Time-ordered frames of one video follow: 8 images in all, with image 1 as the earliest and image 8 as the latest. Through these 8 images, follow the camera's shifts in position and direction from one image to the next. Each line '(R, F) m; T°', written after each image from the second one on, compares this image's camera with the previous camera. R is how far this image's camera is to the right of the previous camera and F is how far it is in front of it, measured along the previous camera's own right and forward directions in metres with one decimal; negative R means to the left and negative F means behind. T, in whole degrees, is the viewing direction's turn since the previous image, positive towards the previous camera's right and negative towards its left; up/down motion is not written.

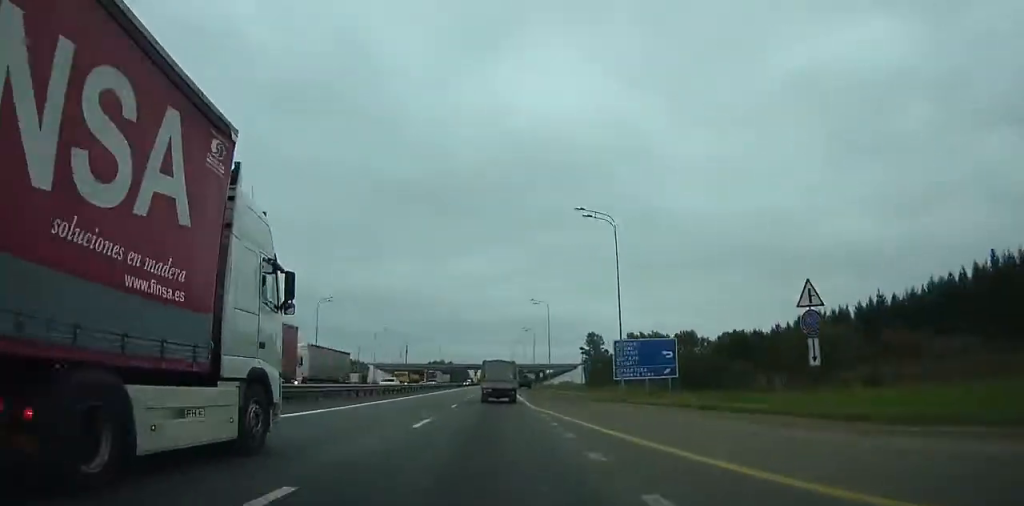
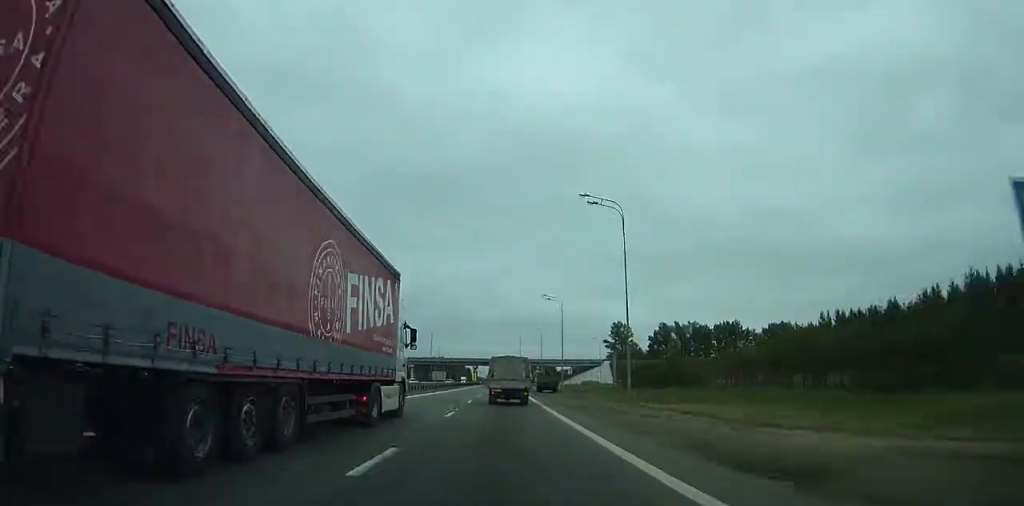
(+1.6, +42.3) m; 0°
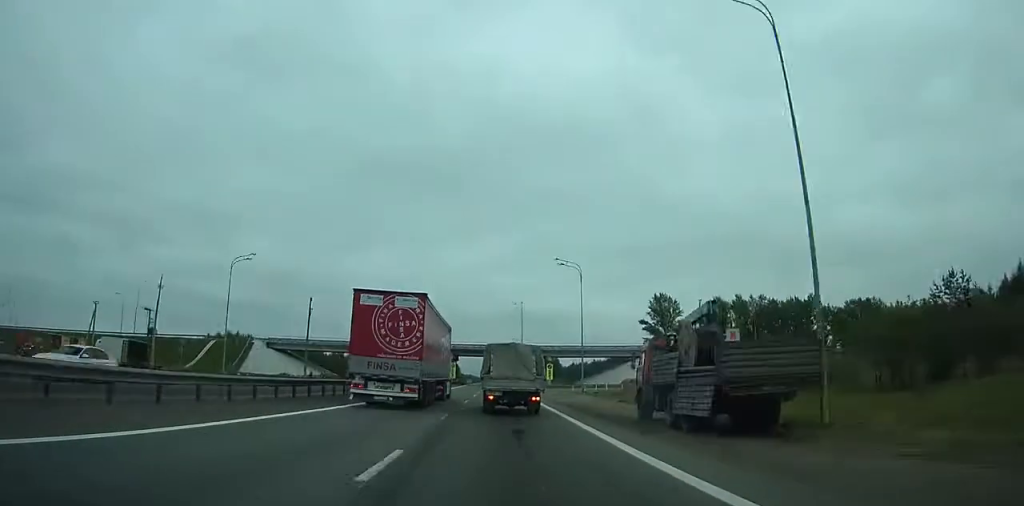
(-1.9, +58.3) m; -1°
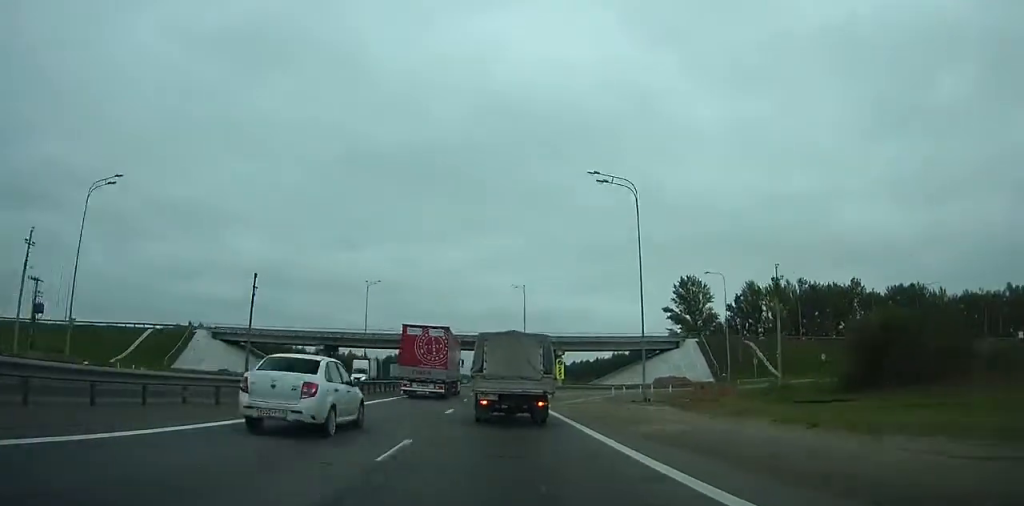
(+0.6, +22.9) m; +1°
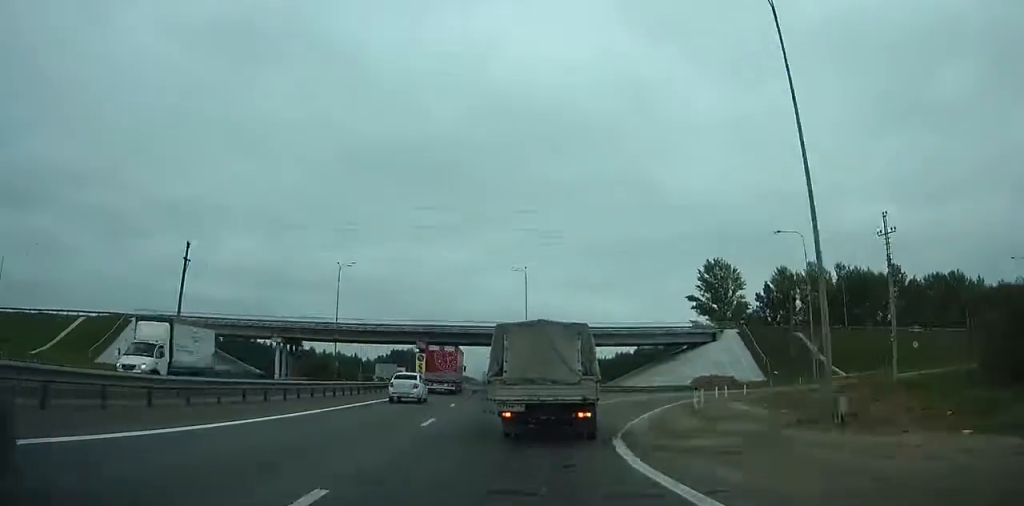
(+0.1, +21.4) m; +1°
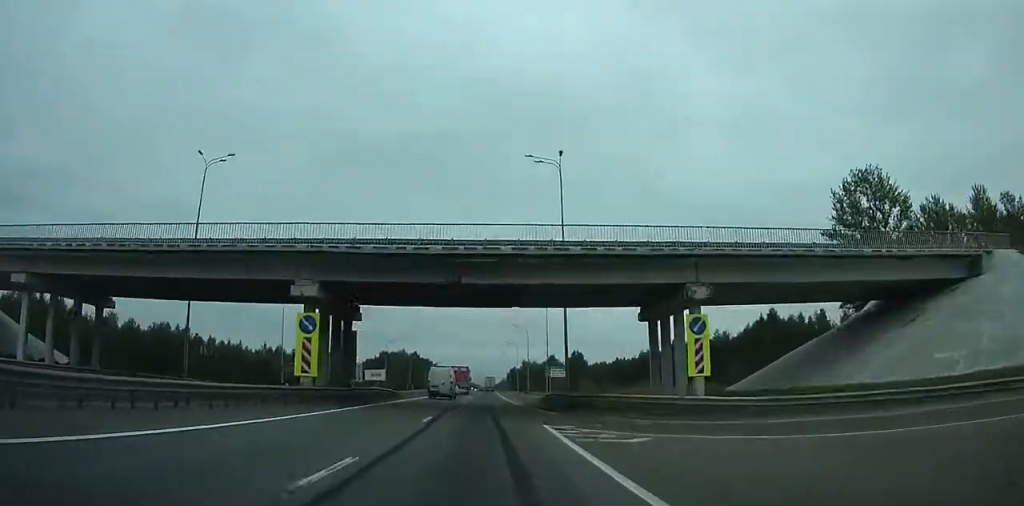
(+0.5, +50.8) m; 0°
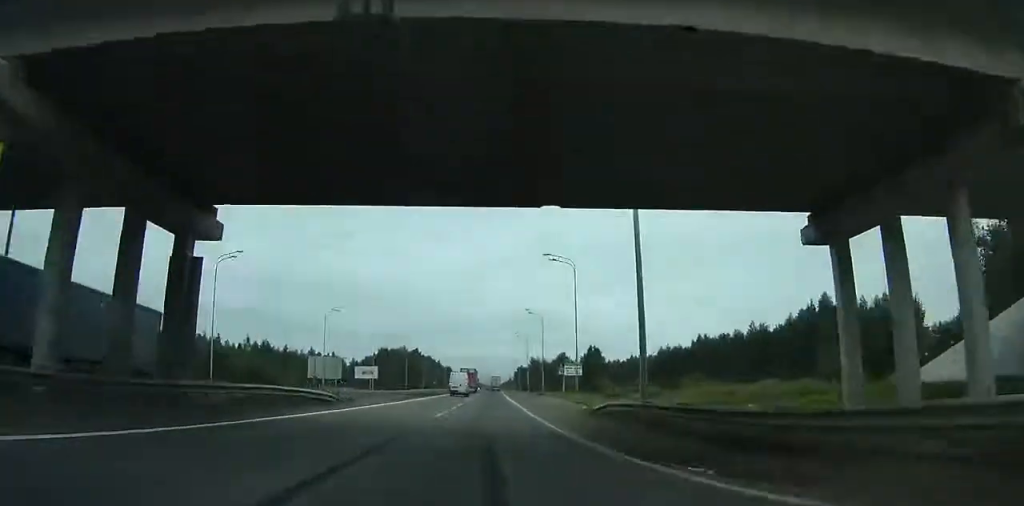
(-0.2, +20.1) m; -1°
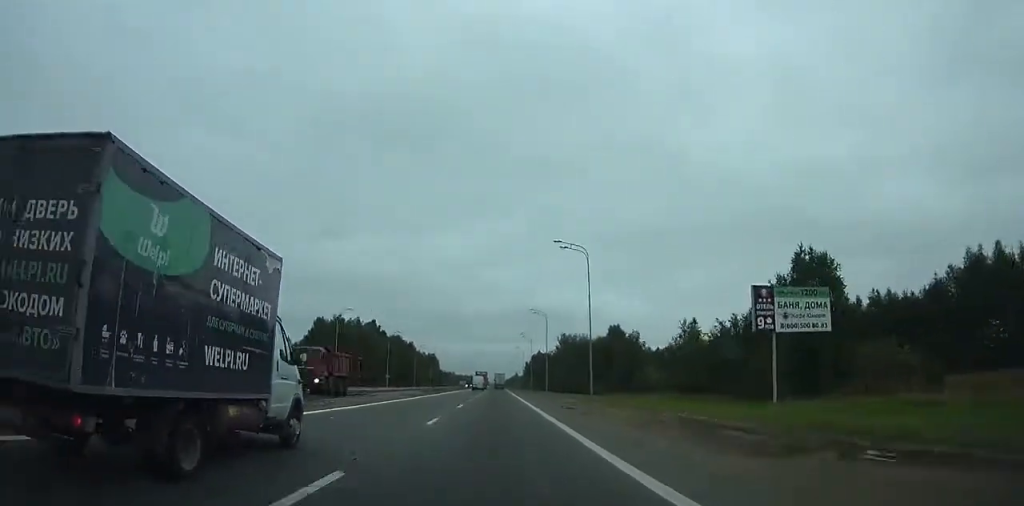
(-1.9, +107.1) m; -1°
